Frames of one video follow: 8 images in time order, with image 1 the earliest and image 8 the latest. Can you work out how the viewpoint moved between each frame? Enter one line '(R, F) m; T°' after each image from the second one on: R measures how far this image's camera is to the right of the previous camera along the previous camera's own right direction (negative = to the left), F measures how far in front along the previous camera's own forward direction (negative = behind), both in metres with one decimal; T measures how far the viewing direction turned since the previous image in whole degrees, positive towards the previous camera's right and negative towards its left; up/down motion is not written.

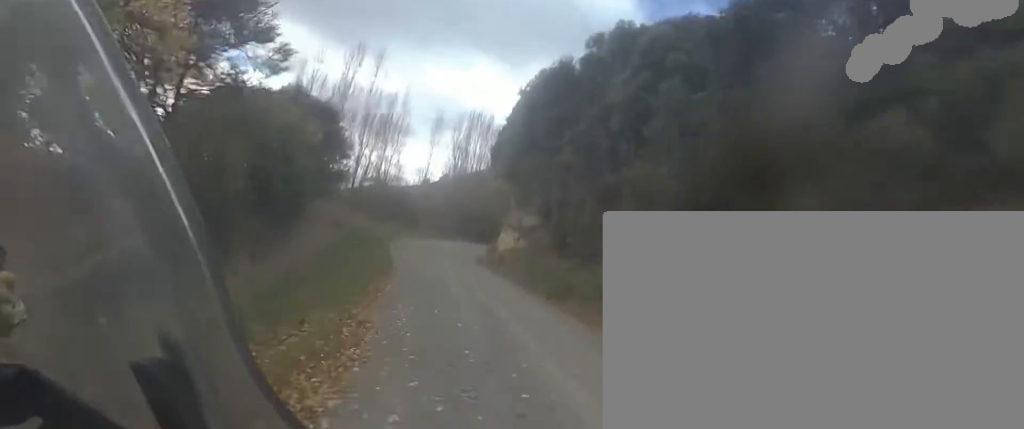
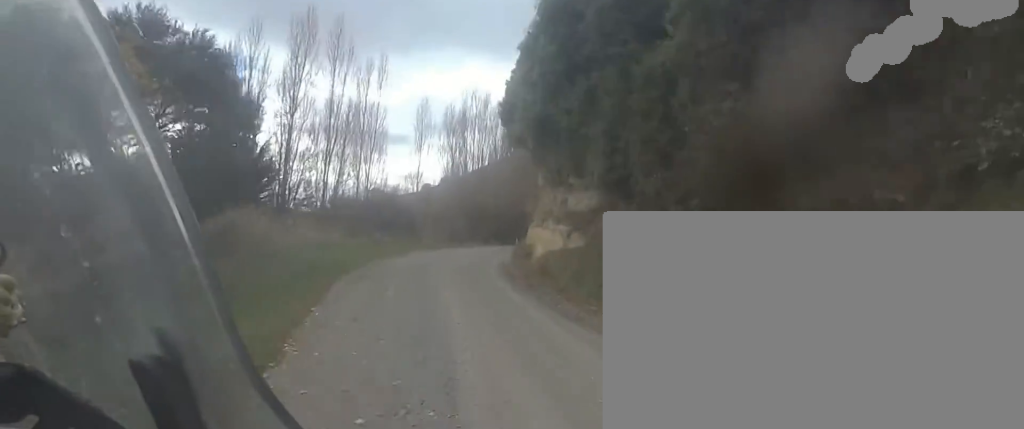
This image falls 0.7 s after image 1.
(0.0, +9.4) m; +1°
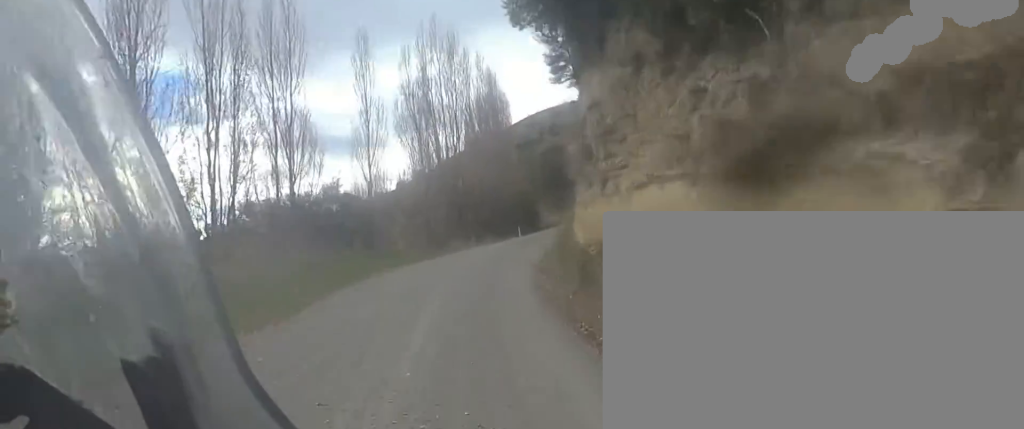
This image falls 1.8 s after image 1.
(+0.5, +12.5) m; +4°
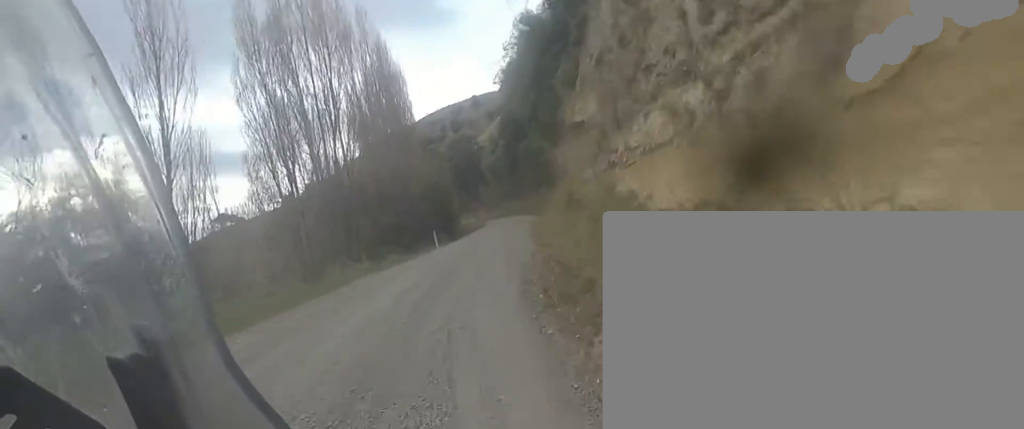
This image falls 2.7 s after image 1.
(+0.2, +11.2) m; +4°
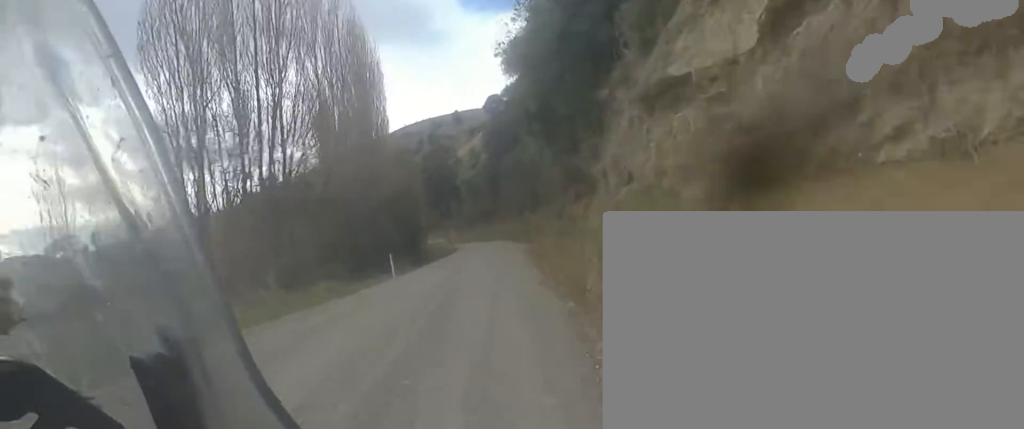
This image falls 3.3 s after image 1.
(-0.3, +6.9) m; +4°
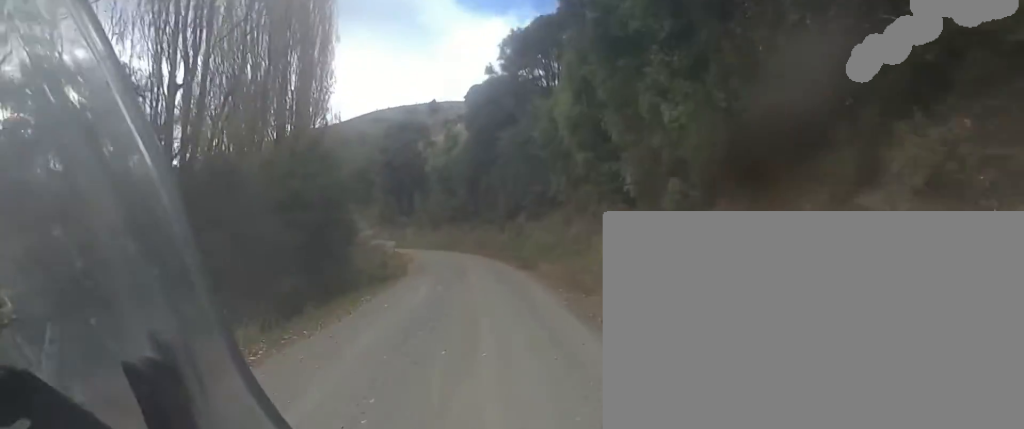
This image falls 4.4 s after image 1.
(+1.4, +12.9) m; 0°
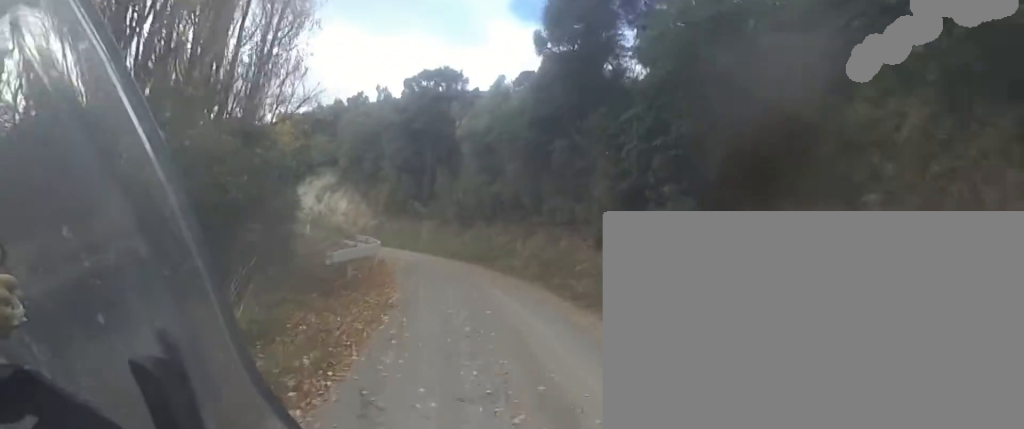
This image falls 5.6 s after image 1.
(-1.7, +13.4) m; -9°
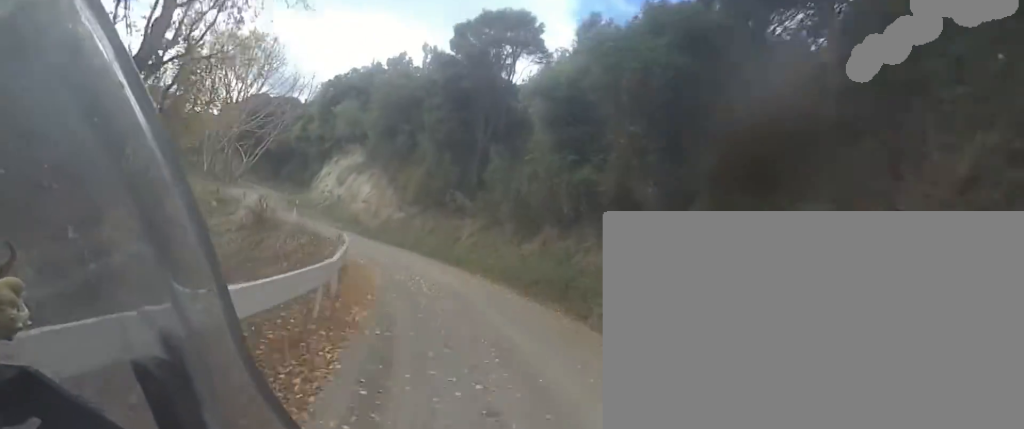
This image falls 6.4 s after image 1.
(-0.2, +9.0) m; -2°
